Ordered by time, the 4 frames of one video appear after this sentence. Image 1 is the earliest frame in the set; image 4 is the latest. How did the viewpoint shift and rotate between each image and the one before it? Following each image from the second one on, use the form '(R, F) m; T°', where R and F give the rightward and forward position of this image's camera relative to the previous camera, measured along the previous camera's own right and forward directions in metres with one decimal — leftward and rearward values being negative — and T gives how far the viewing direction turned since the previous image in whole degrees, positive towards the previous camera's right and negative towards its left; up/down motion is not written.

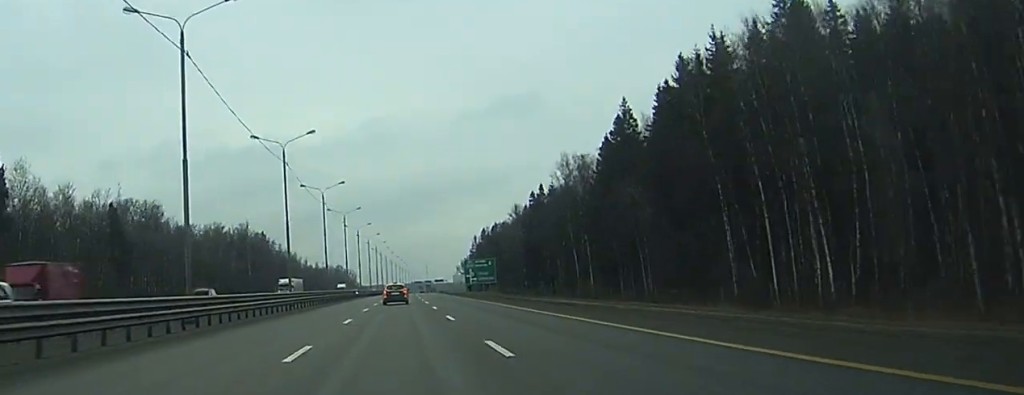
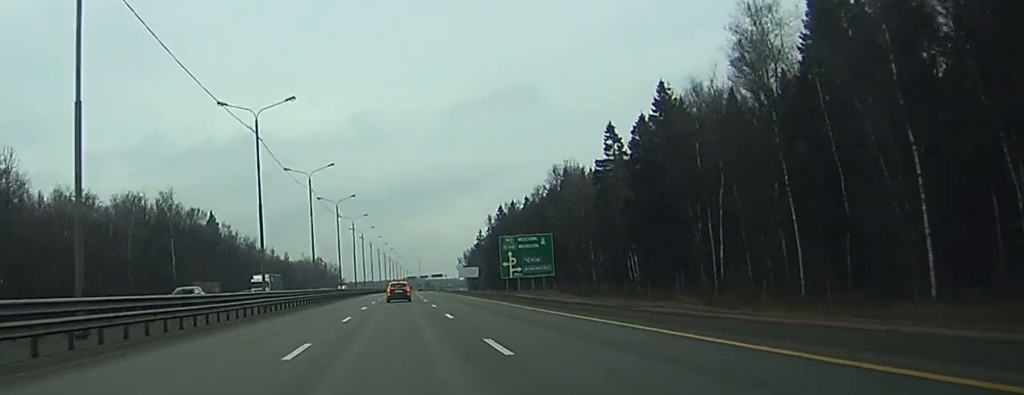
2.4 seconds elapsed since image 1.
(+0.3, +79.5) m; 0°
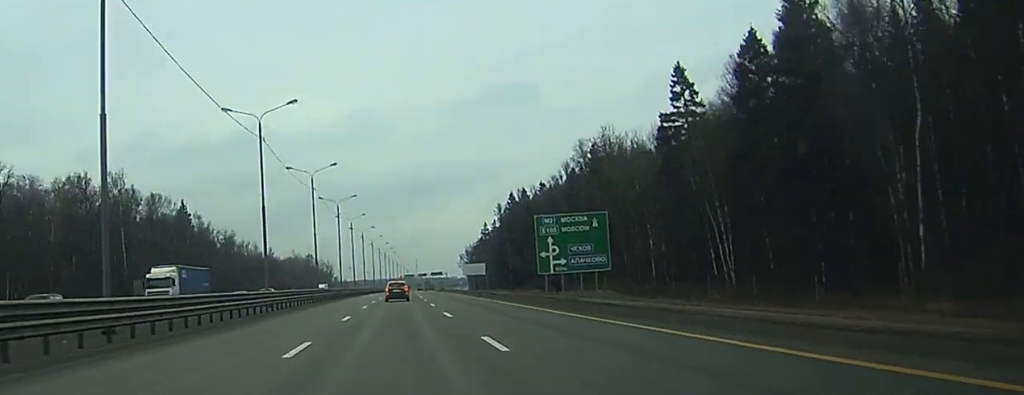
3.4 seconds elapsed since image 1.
(+0.1, +30.7) m; 0°
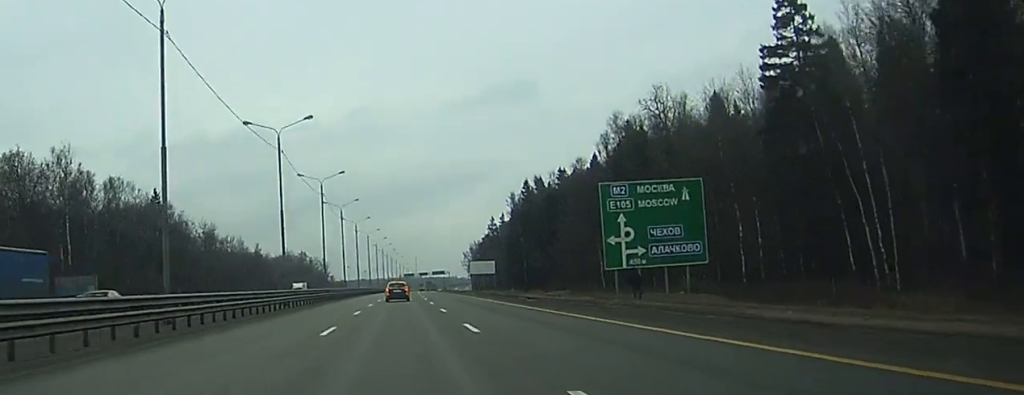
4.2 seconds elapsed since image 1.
(-0.1, +26.4) m; 0°
